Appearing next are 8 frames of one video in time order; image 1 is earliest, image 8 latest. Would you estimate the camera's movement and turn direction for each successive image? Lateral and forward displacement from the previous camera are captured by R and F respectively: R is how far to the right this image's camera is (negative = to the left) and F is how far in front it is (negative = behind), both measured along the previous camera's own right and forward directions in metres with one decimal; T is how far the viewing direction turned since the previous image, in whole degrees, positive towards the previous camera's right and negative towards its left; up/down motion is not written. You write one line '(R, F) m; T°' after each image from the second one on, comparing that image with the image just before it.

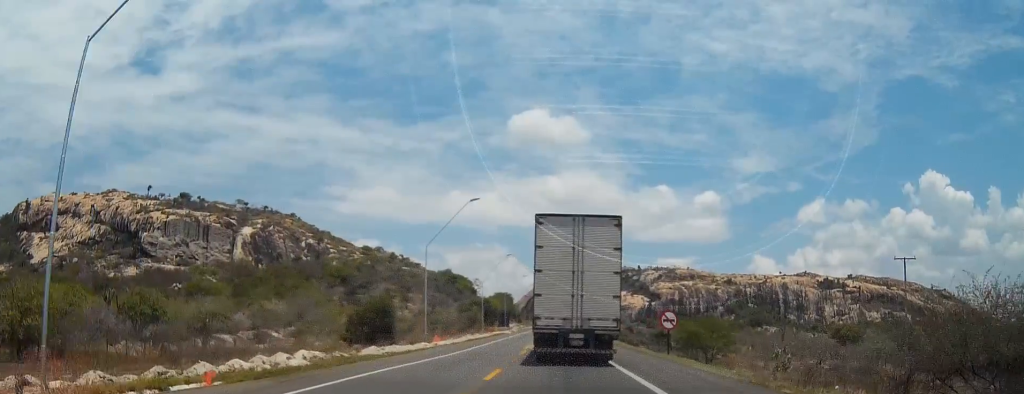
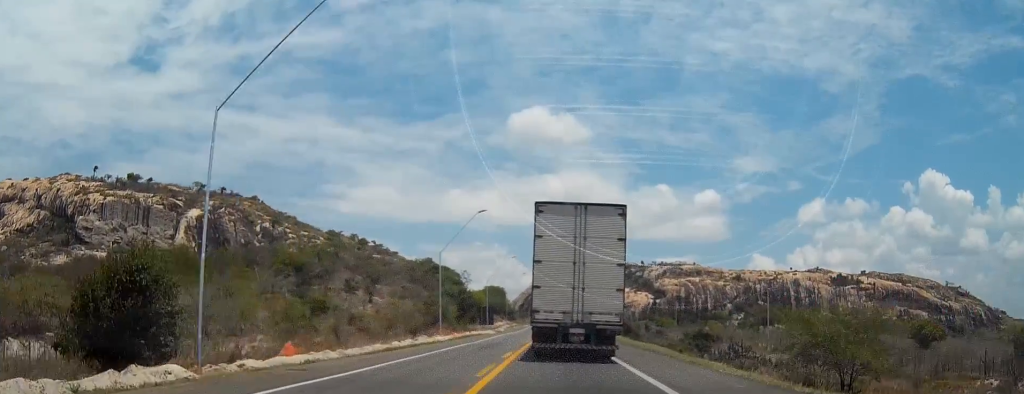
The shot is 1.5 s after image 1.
(0.0, +33.4) m; 0°
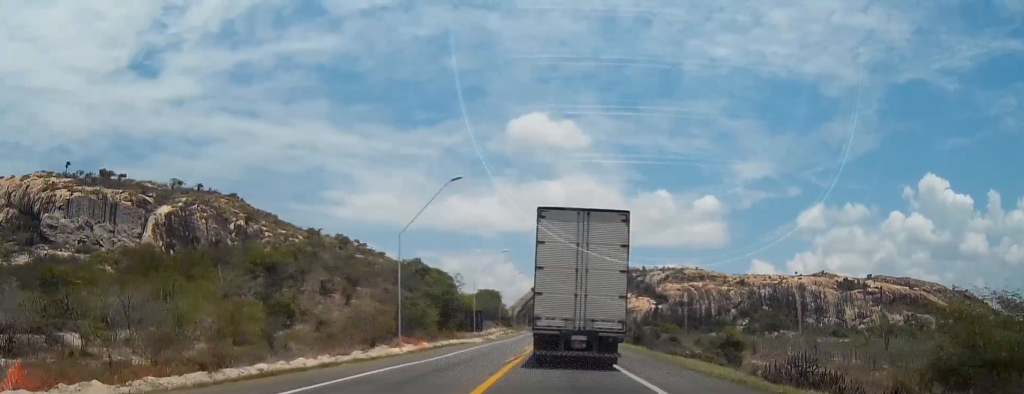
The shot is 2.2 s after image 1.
(0.0, +15.2) m; 0°
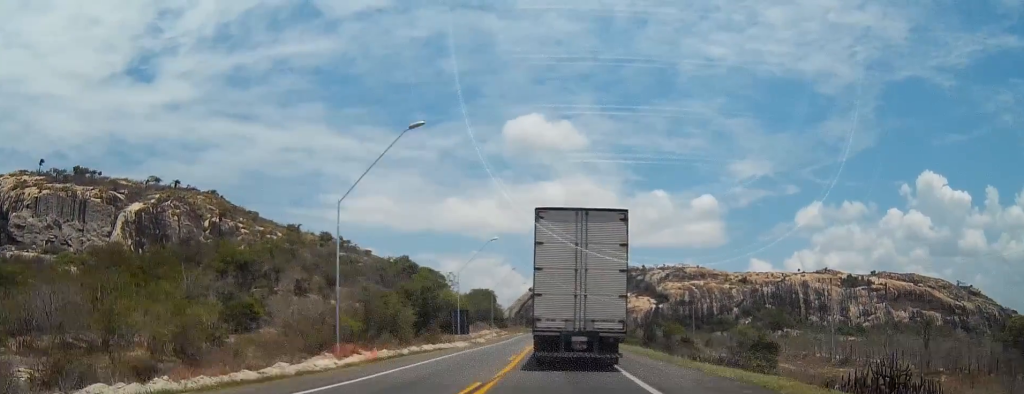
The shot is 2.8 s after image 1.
(0.0, +12.1) m; 0°
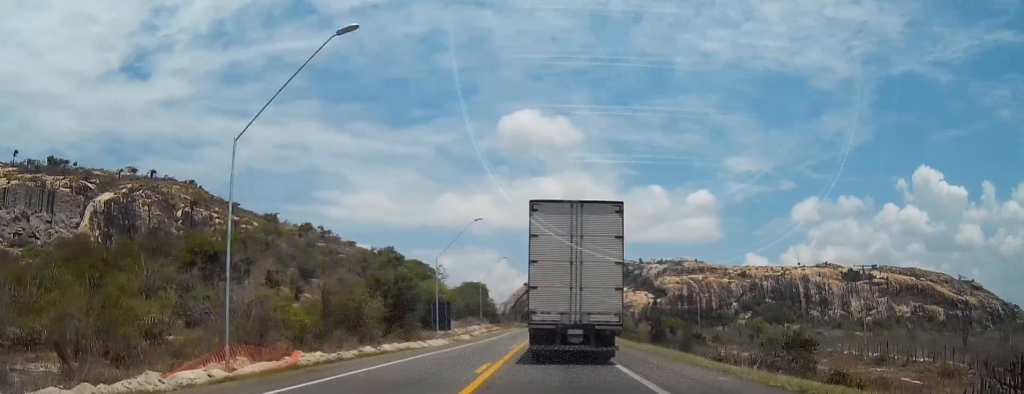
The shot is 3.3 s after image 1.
(0.0, +10.6) m; 0°
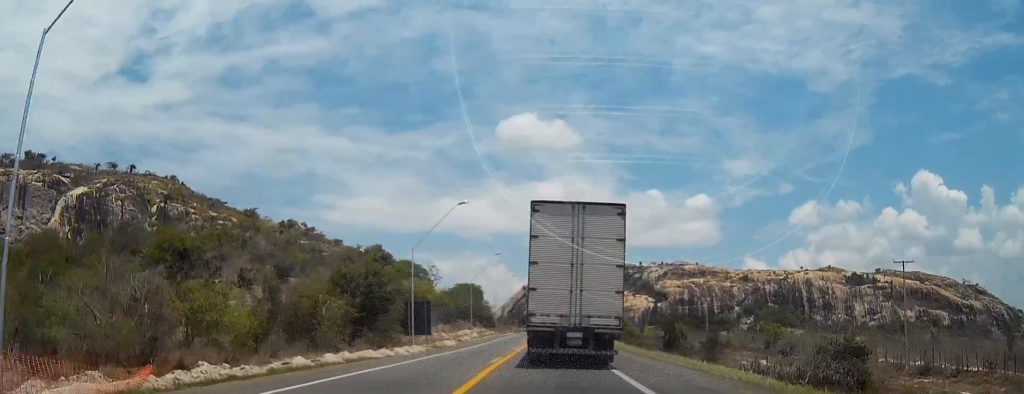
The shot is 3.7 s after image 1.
(0.0, +9.8) m; 0°
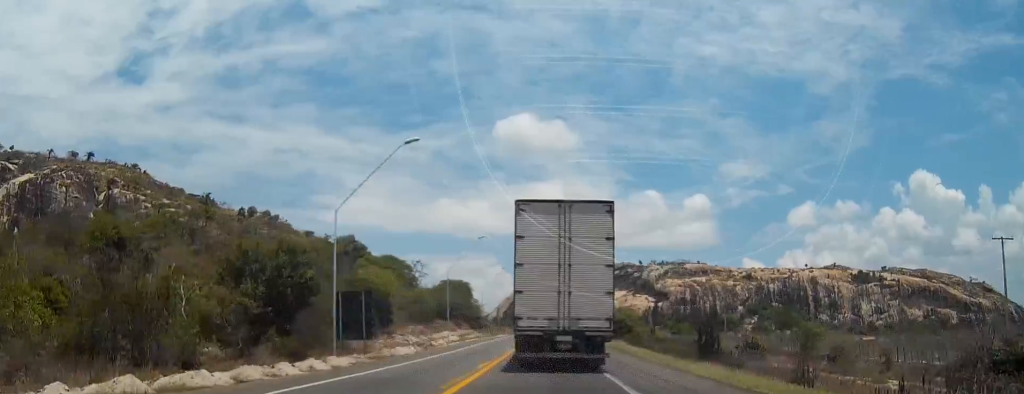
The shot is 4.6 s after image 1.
(0.0, +17.5) m; 0°
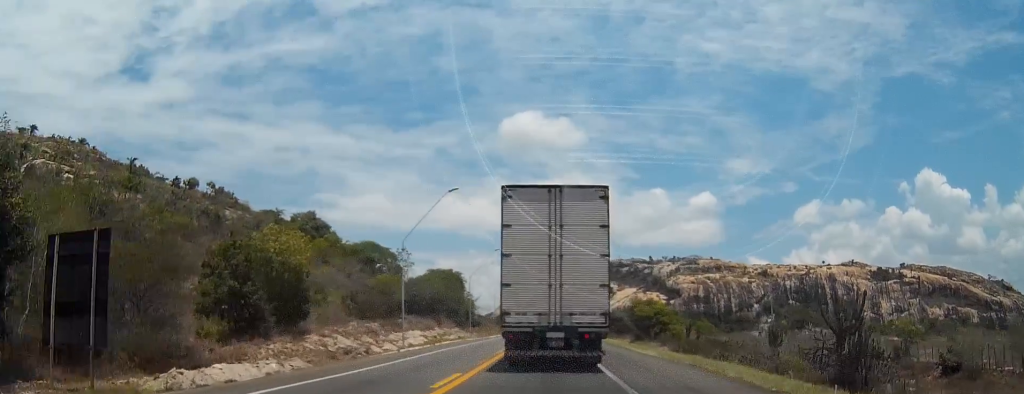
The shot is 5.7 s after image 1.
(0.0, +24.4) m; 0°
